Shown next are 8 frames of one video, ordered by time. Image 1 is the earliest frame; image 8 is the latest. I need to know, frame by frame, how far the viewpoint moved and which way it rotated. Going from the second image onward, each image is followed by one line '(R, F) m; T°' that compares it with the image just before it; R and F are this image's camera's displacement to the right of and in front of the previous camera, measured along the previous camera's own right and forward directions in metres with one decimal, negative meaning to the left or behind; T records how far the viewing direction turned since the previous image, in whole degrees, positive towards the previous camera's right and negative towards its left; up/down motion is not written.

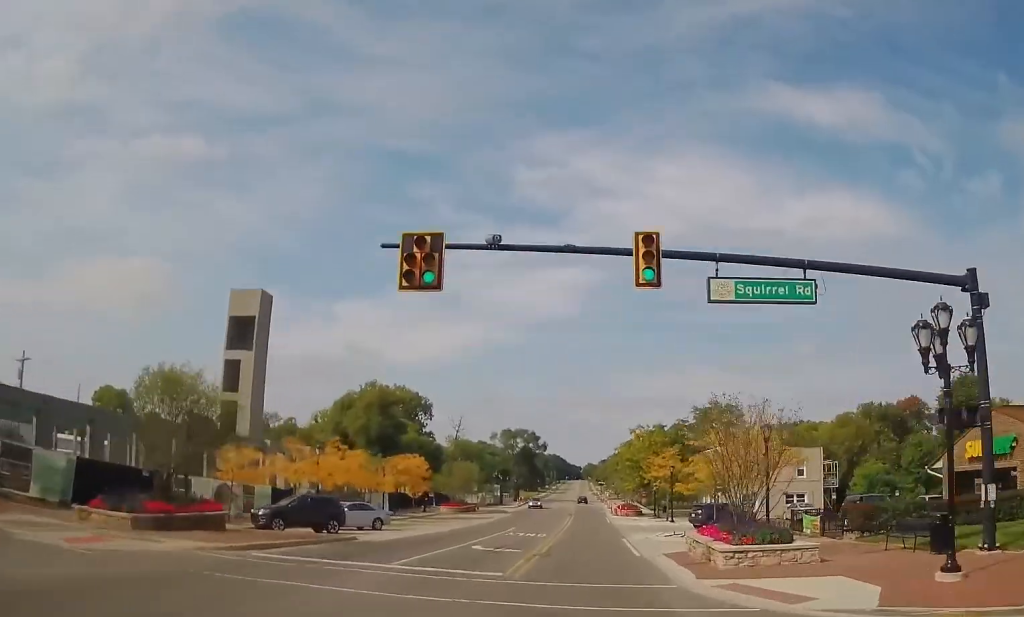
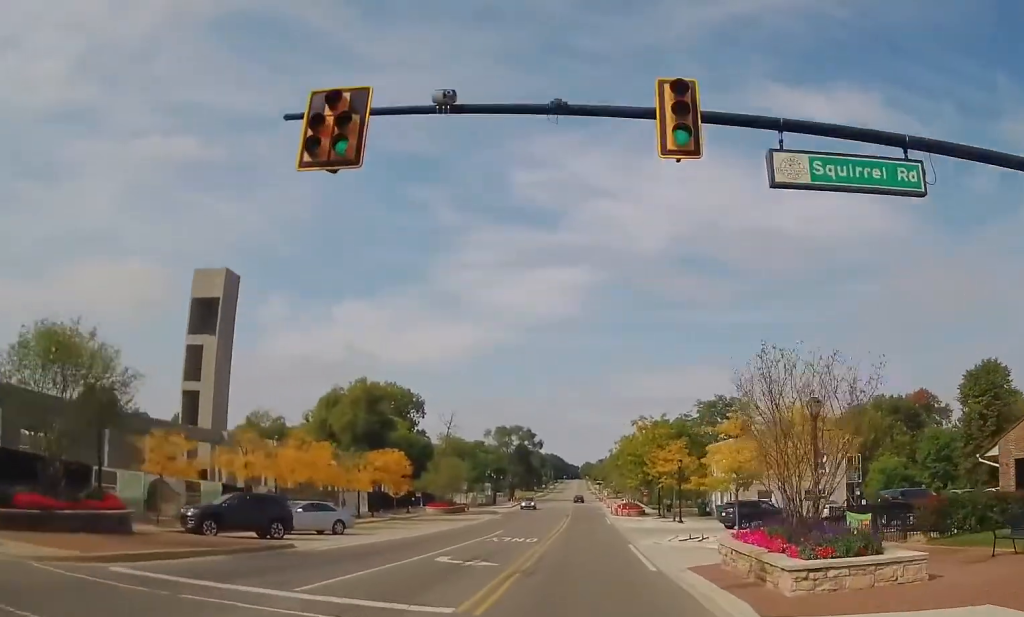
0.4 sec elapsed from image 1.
(+0.2, +6.0) m; 0°
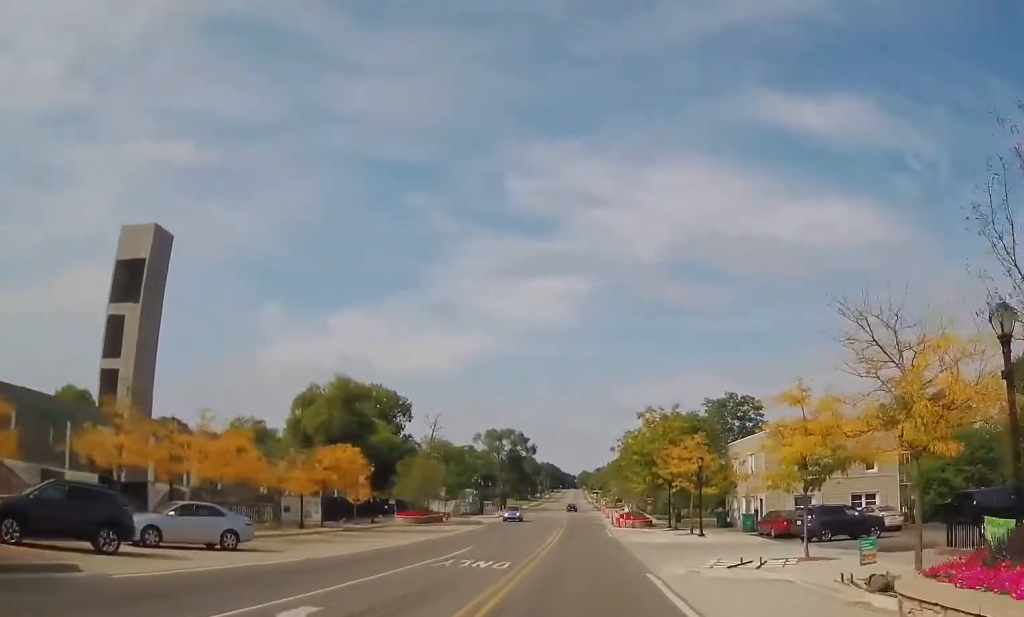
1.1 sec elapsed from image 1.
(-0.1, +10.4) m; 0°
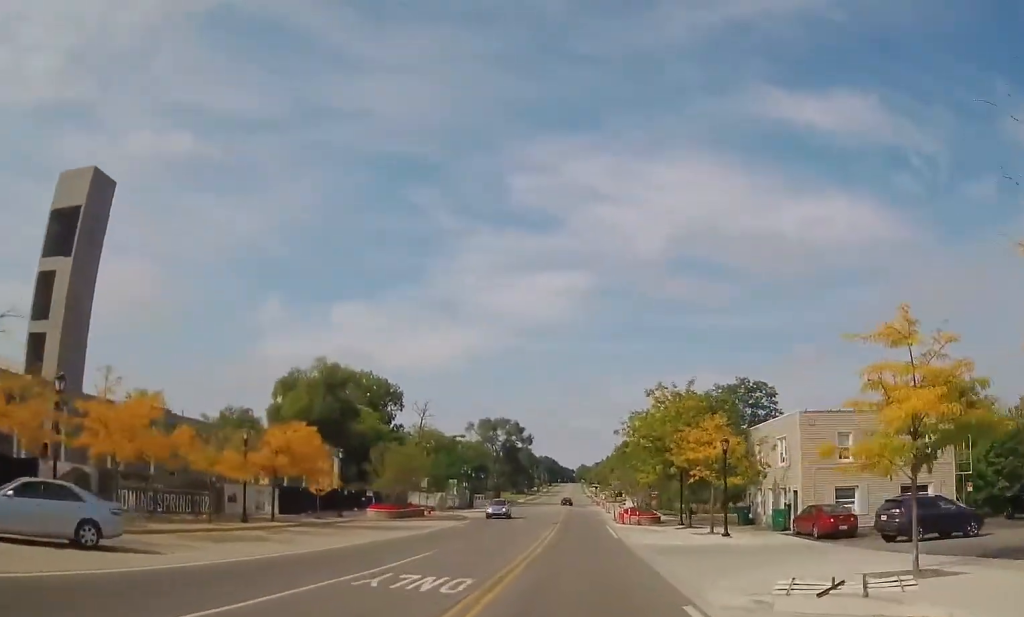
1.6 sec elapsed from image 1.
(-0.3, +7.5) m; 0°
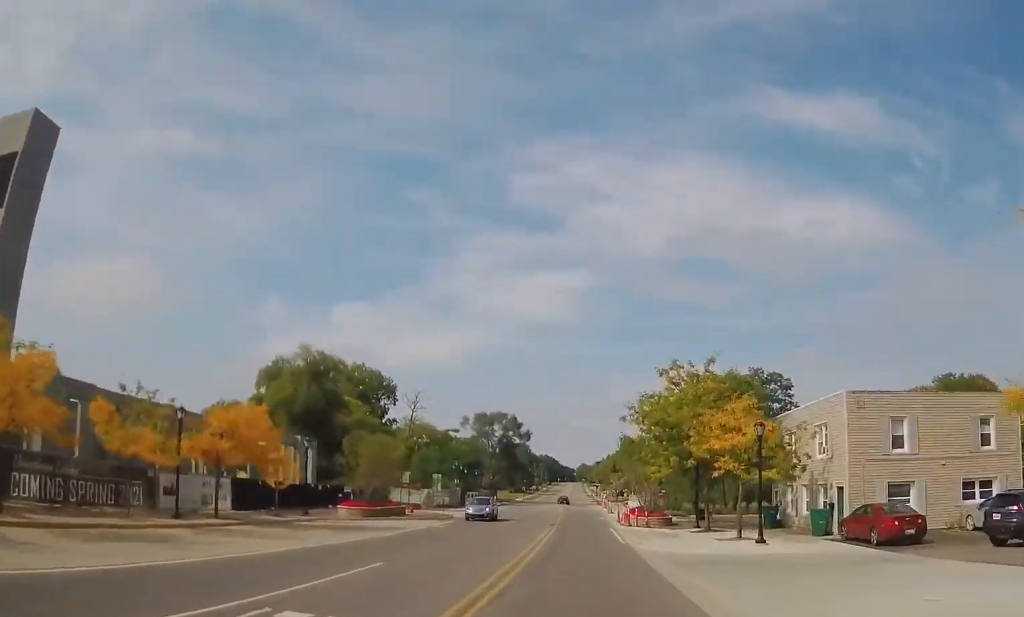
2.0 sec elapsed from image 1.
(+0.1, +6.5) m; 0°
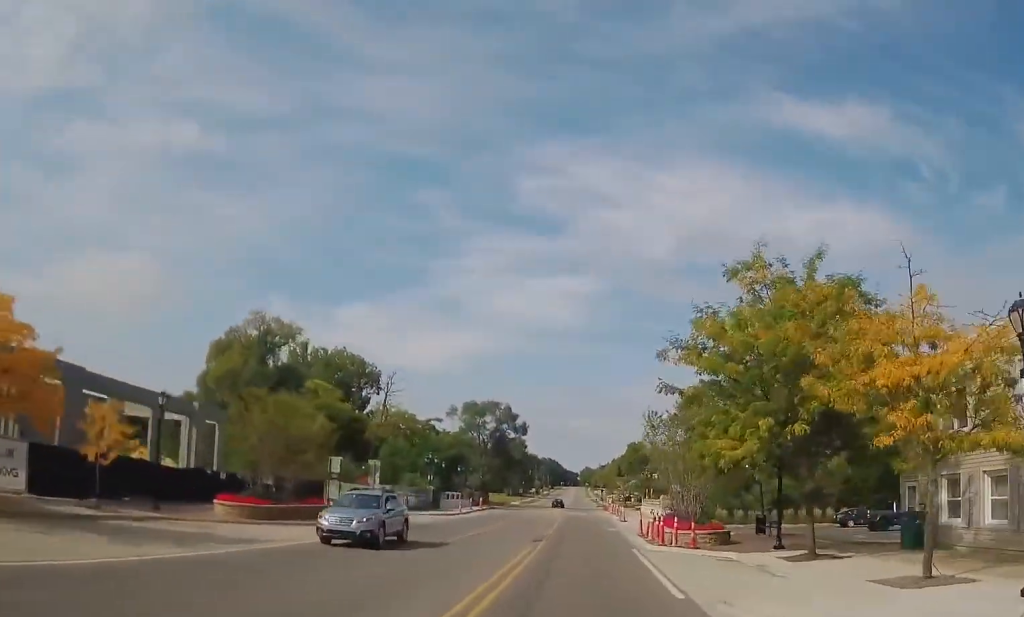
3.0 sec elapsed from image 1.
(+0.1, +16.6) m; -1°
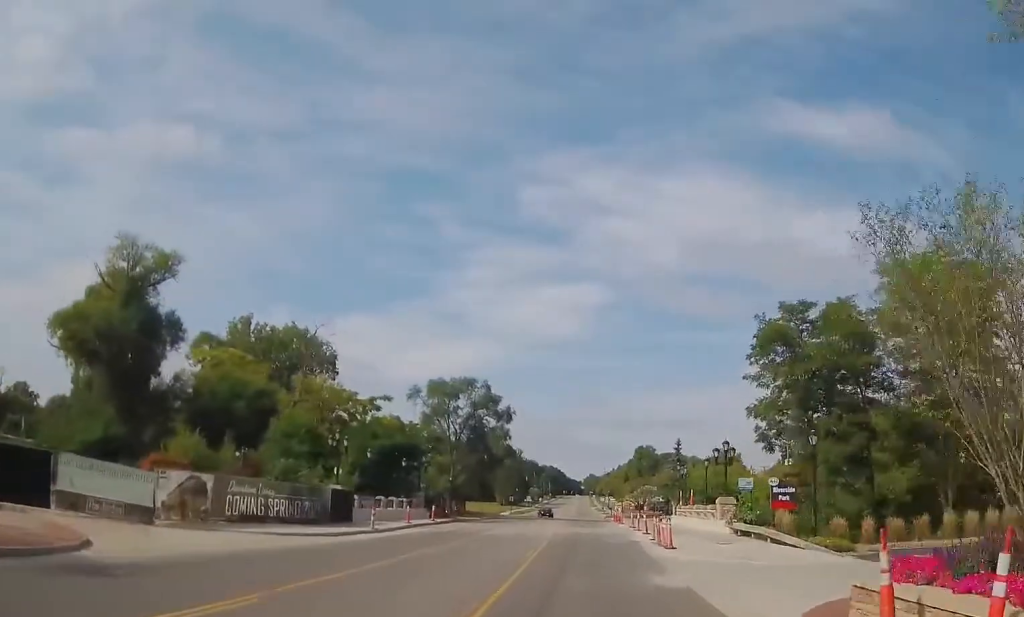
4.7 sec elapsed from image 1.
(-0.5, +26.5) m; -1°
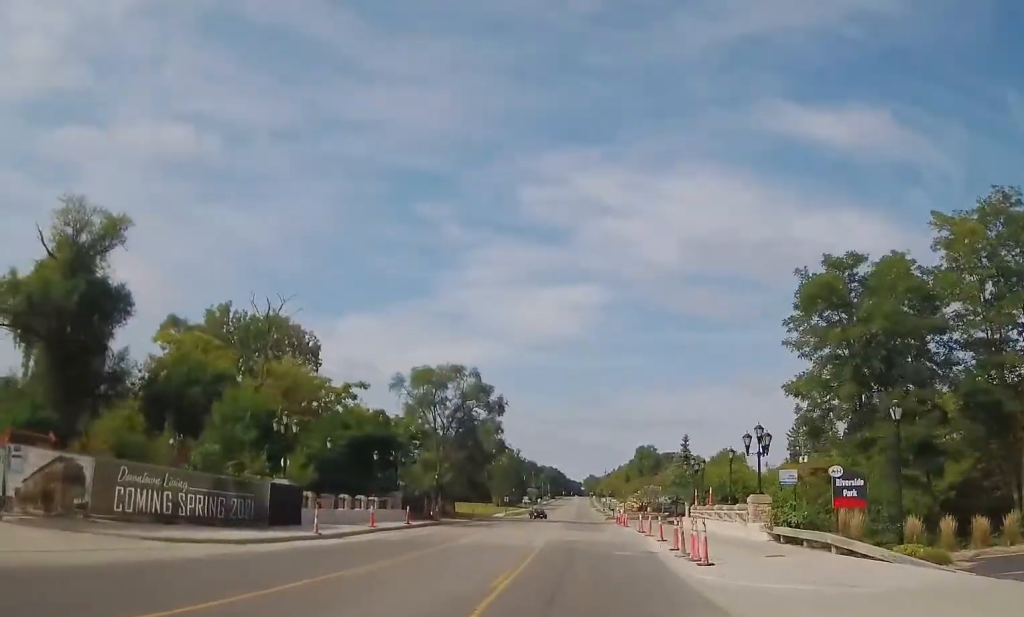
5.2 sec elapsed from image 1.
(0.0, +7.6) m; 0°
